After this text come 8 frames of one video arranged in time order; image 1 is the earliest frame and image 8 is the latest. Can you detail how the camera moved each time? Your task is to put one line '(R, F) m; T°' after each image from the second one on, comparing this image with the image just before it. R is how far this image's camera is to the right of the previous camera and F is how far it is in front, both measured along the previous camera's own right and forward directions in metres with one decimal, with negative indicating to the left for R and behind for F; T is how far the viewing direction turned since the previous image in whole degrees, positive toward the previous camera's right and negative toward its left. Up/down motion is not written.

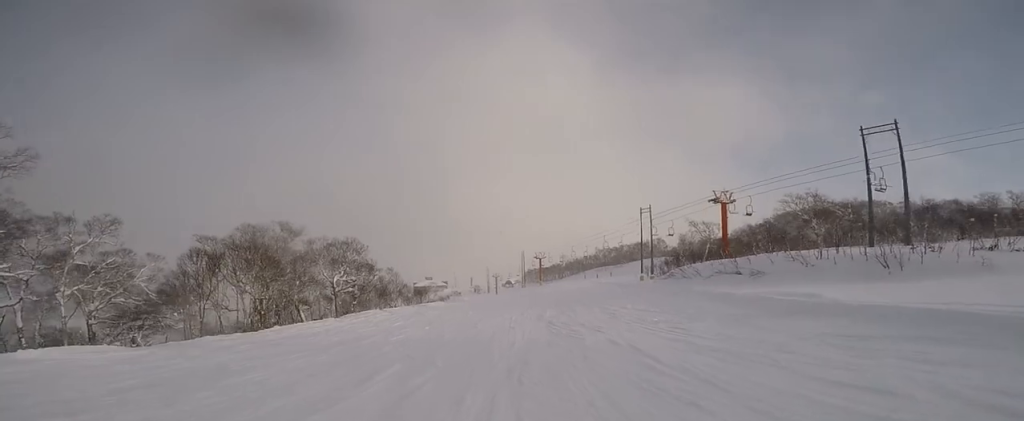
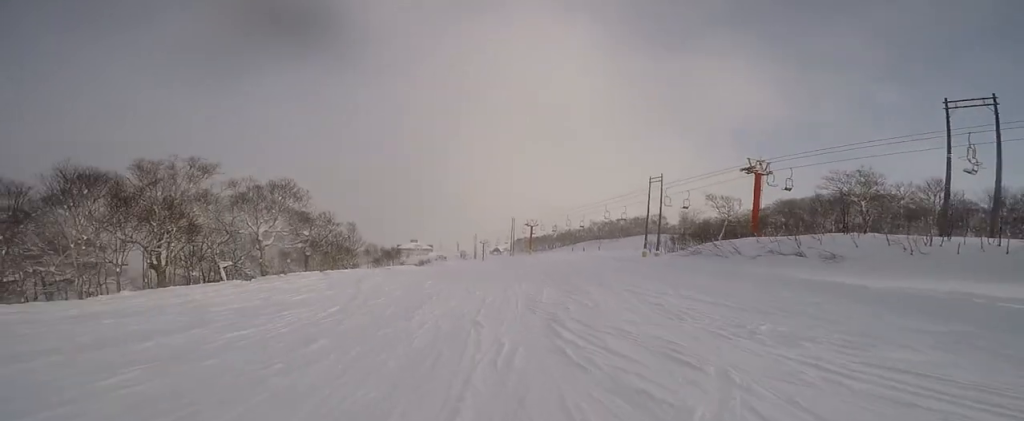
(-1.0, +8.3) m; -2°
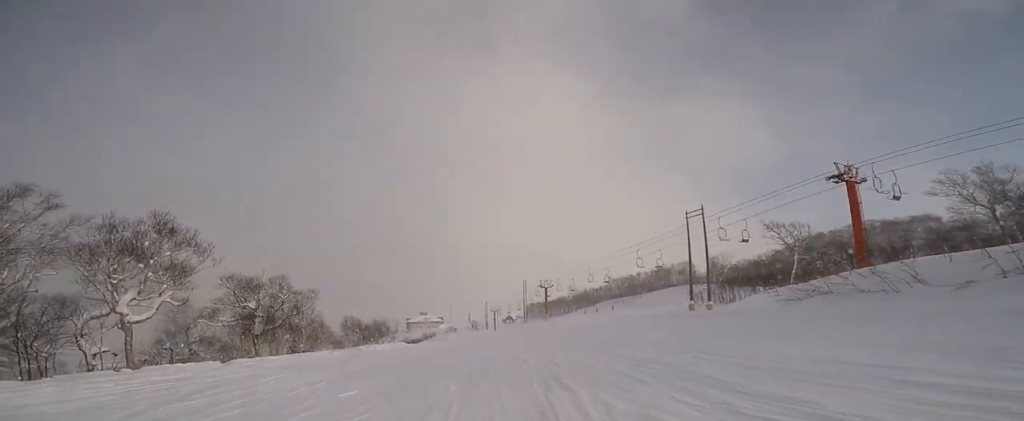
(+0.9, +12.1) m; +2°
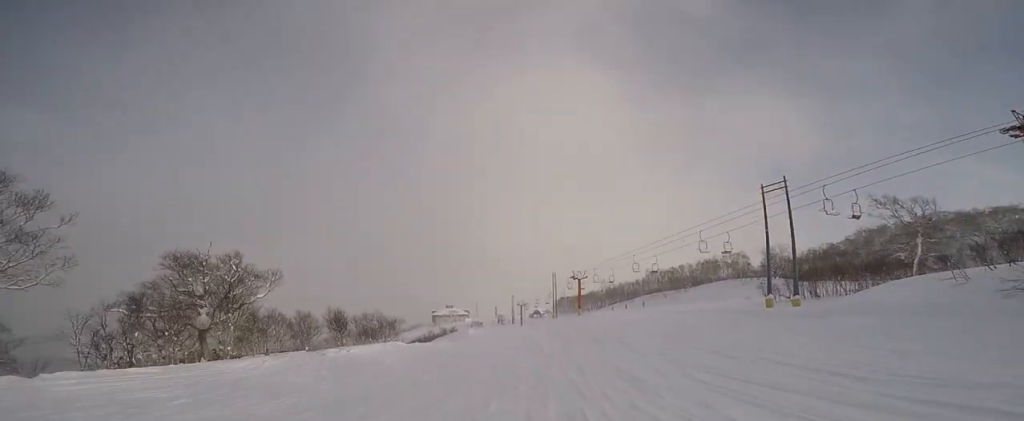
(-0.1, +10.0) m; +2°
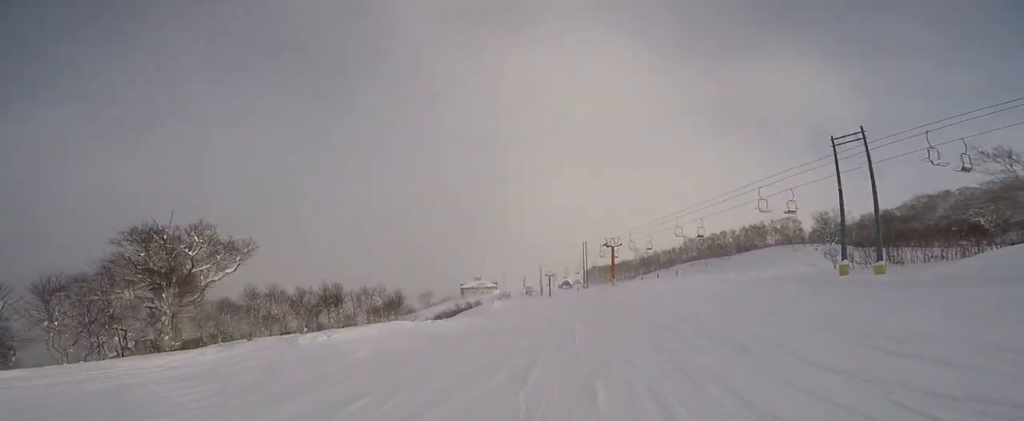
(+0.3, +5.7) m; 0°
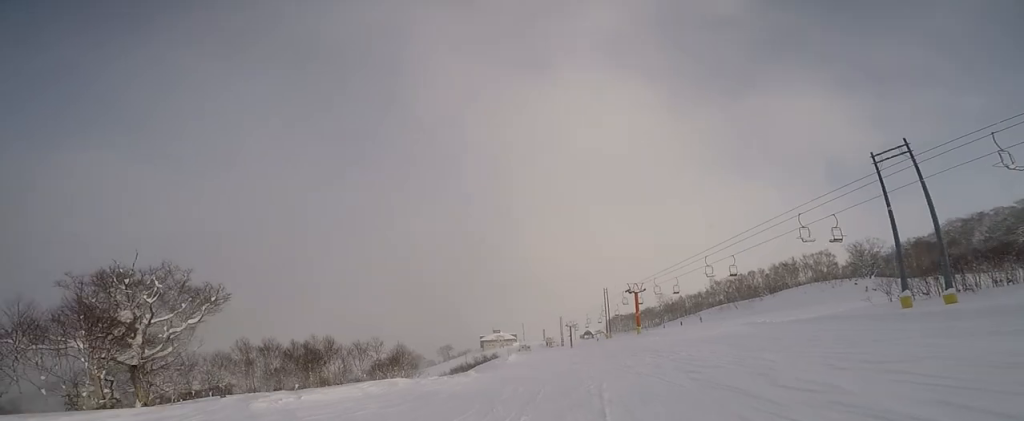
(-0.8, +4.0) m; 0°
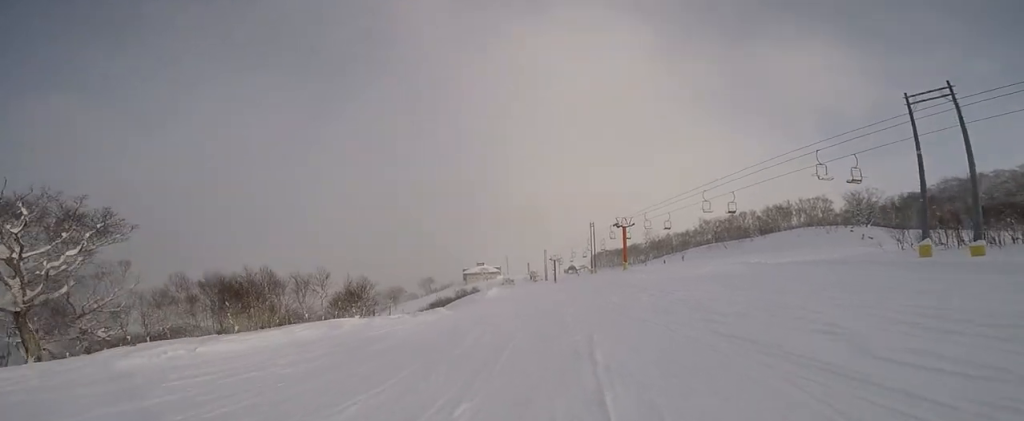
(+0.5, +4.2) m; 0°
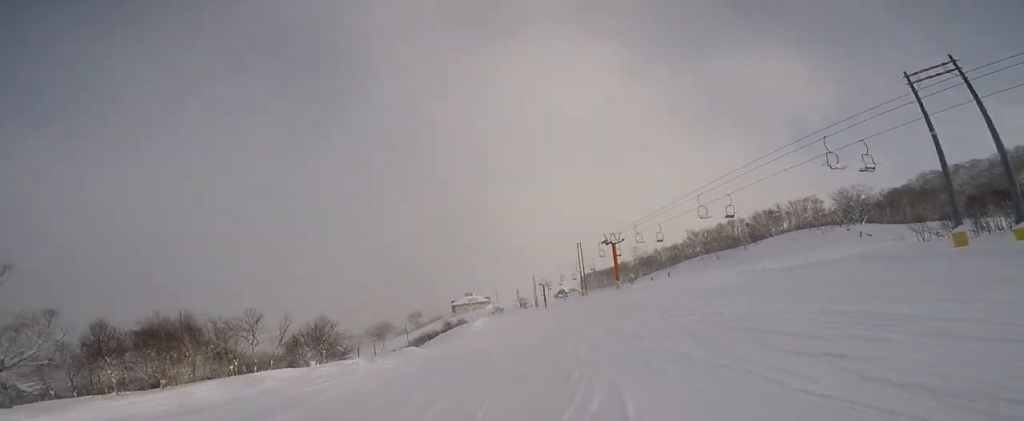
(+0.5, +4.6) m; -2°
